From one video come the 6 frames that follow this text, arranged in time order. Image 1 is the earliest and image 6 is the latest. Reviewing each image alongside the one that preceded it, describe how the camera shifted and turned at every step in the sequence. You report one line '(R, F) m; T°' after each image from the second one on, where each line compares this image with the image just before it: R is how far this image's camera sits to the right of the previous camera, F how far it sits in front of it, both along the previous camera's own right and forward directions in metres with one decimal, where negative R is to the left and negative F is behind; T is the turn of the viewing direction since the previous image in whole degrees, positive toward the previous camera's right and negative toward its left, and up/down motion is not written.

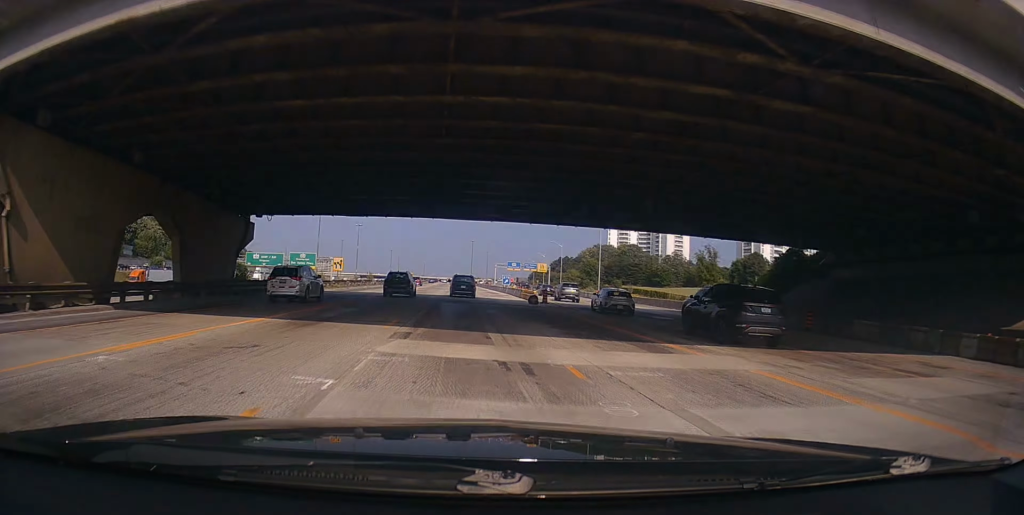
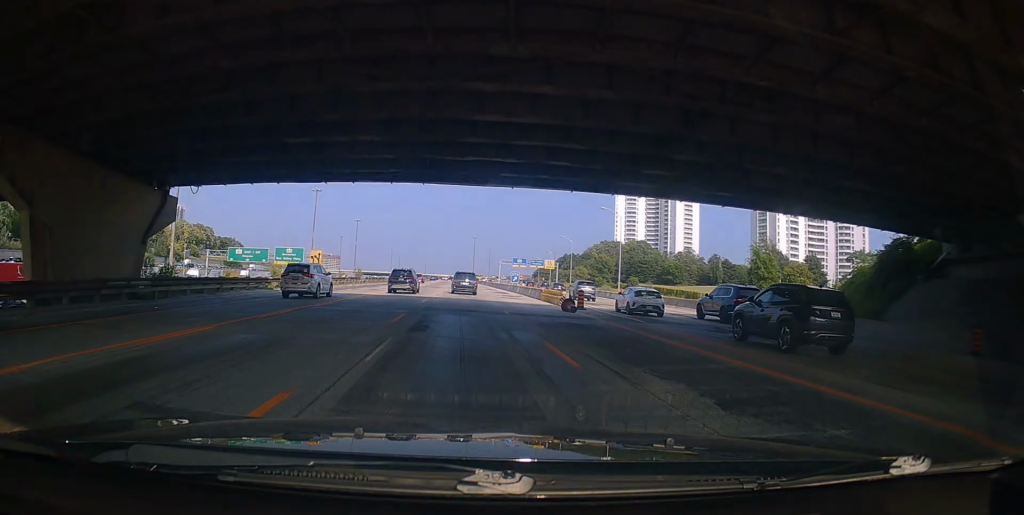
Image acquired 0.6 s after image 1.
(+0.3, +11.3) m; 0°
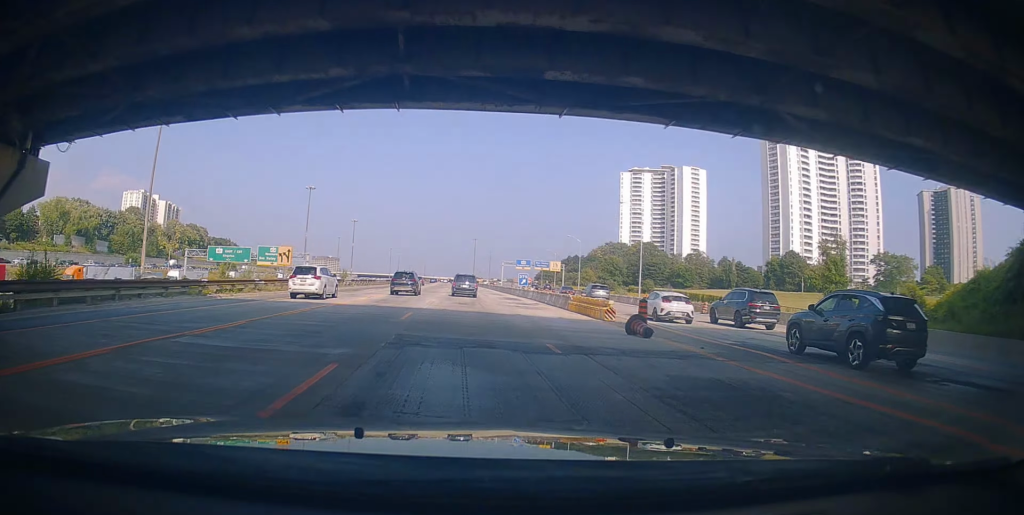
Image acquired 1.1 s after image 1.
(+0.1, +10.0) m; -1°
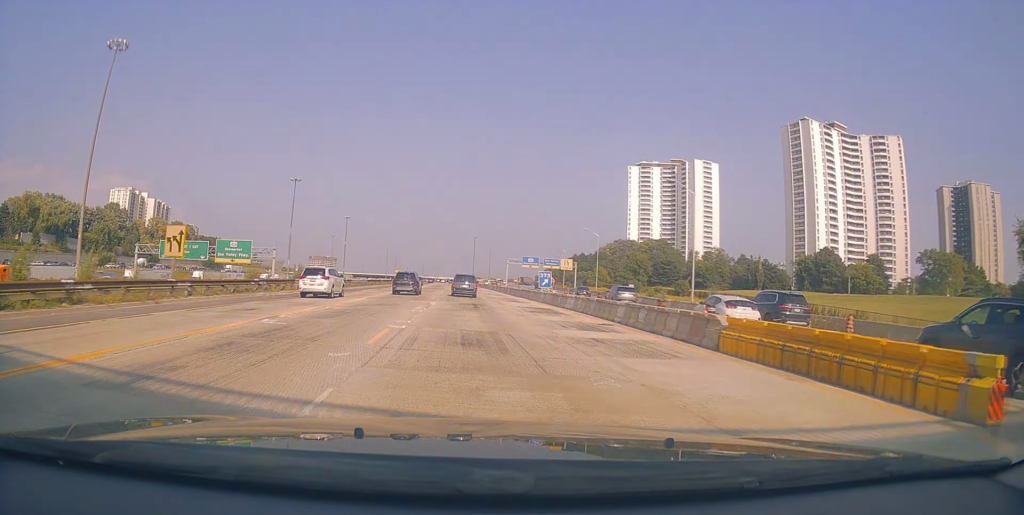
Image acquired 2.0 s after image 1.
(-0.4, +18.2) m; -2°
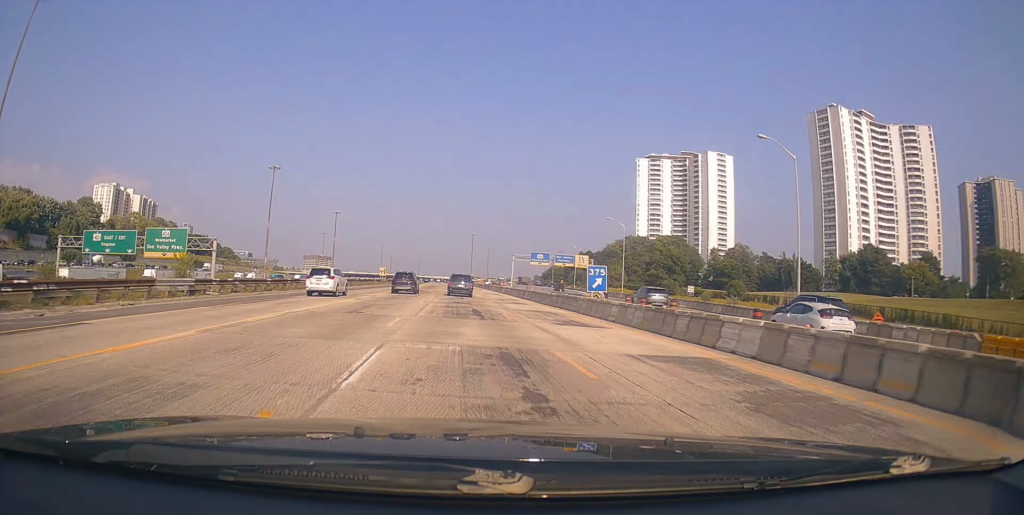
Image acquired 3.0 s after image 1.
(-0.4, +20.2) m; +2°
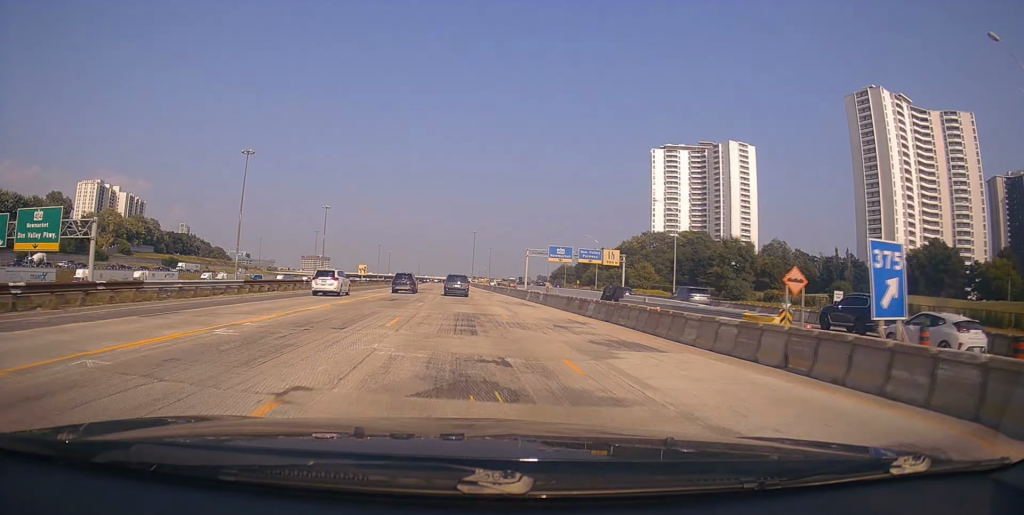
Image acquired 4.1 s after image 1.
(+1.1, +23.2) m; +2°
